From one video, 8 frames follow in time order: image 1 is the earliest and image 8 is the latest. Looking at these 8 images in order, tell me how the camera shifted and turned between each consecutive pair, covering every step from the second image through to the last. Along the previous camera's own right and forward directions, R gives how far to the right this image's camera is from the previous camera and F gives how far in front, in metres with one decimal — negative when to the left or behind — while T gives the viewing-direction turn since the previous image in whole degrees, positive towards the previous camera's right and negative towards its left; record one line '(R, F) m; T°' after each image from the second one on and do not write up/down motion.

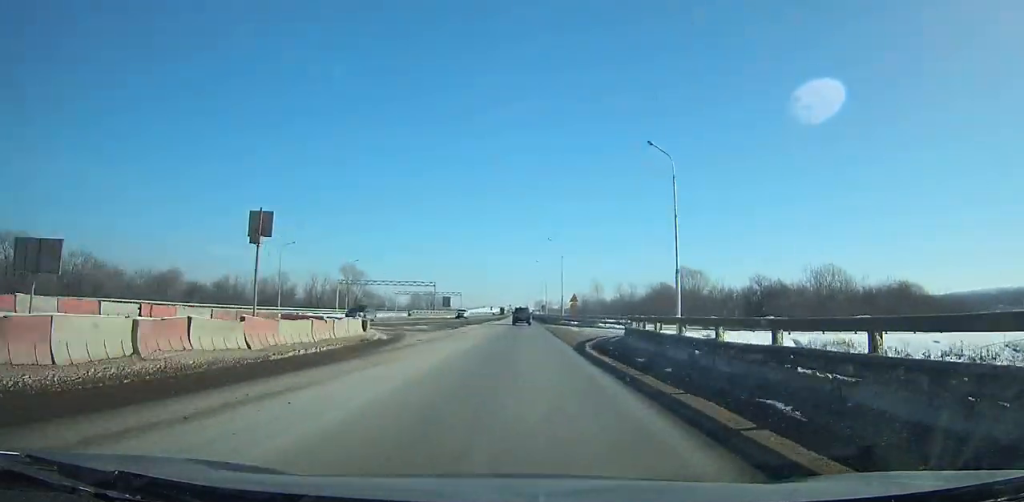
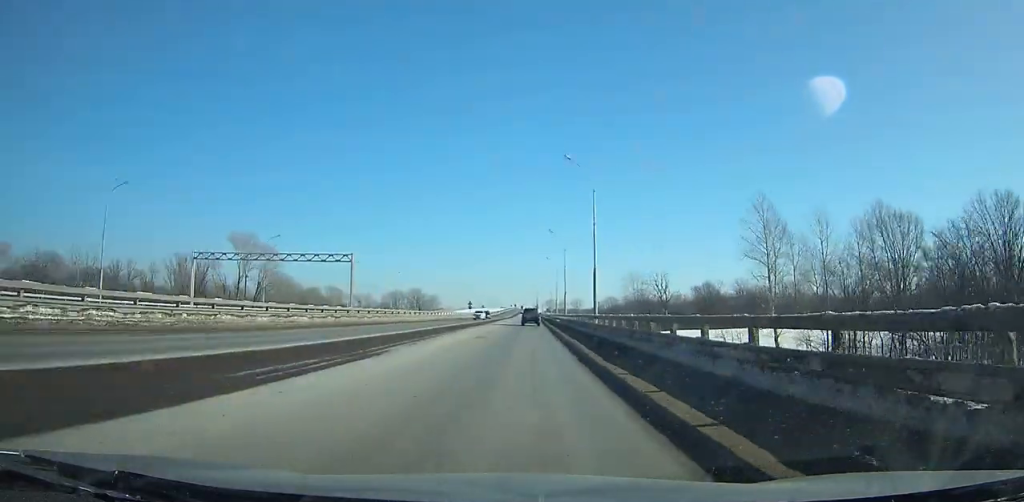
(-0.5, +125.8) m; 0°
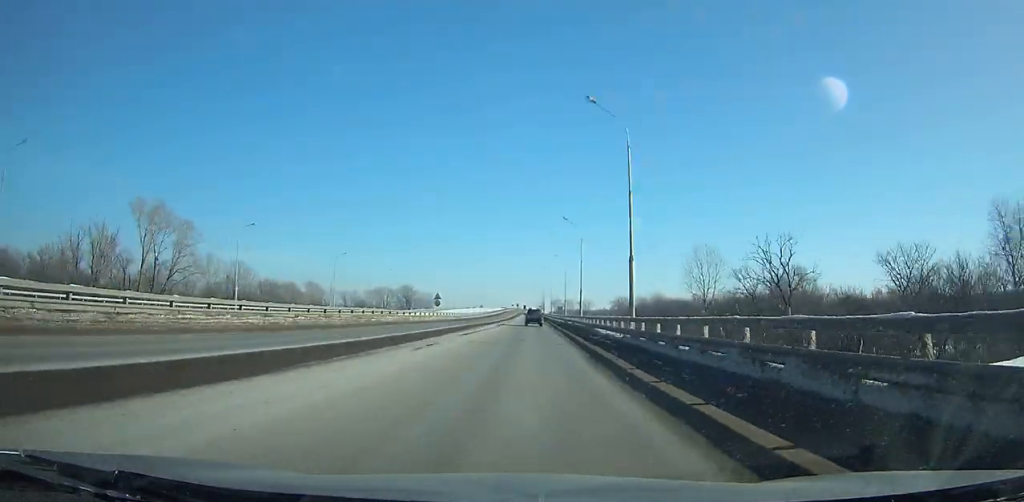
(+0.2, +52.8) m; 0°
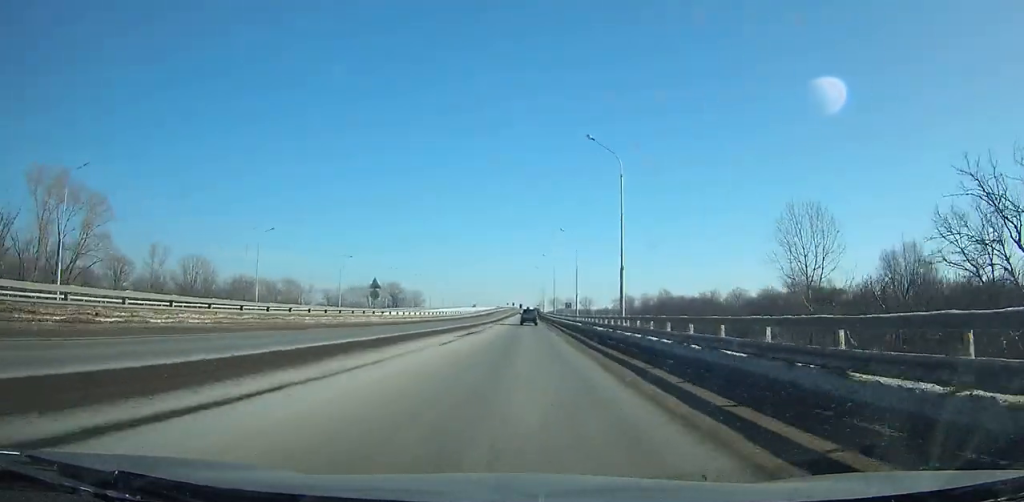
(-0.3, +33.5) m; 0°
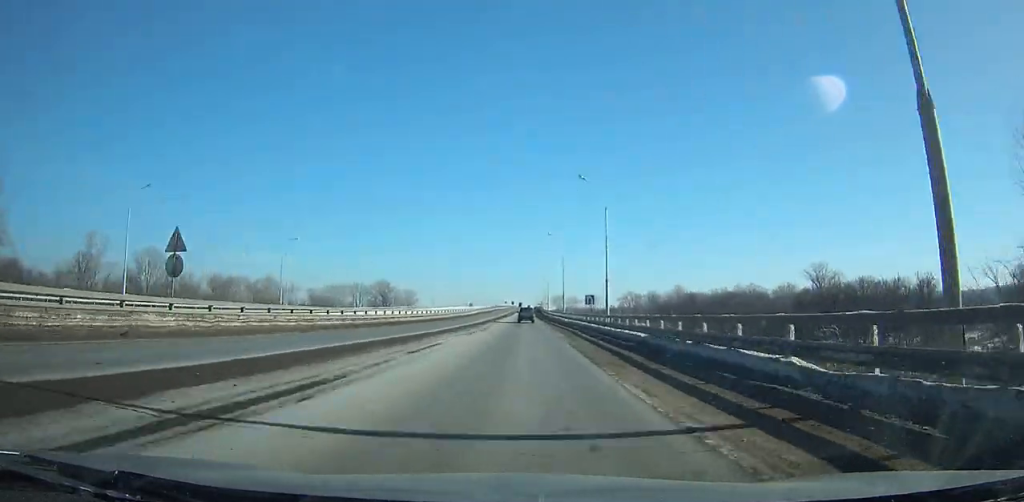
(0.0, +30.5) m; 0°
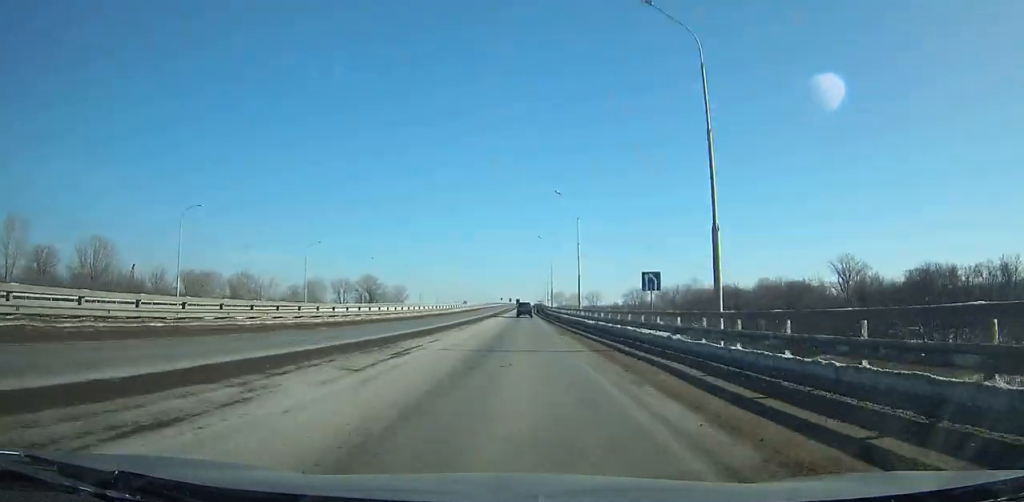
(+0.2, +29.1) m; 0°
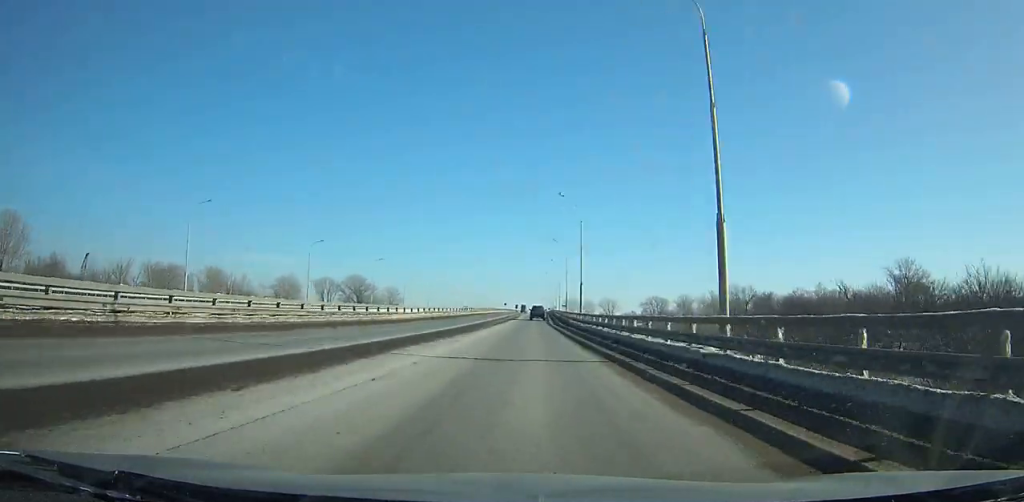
(-0.2, +41.9) m; 0°
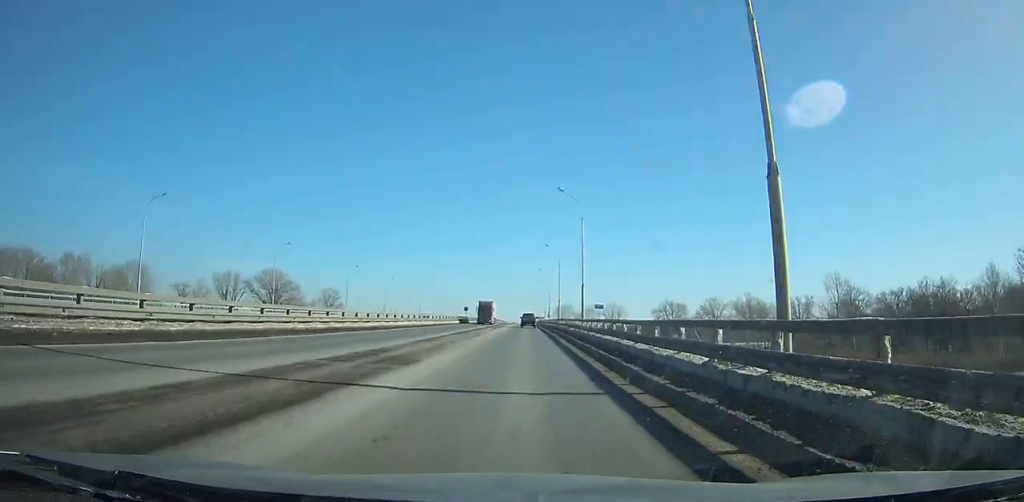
(+0.5, +86.2) m; +1°
